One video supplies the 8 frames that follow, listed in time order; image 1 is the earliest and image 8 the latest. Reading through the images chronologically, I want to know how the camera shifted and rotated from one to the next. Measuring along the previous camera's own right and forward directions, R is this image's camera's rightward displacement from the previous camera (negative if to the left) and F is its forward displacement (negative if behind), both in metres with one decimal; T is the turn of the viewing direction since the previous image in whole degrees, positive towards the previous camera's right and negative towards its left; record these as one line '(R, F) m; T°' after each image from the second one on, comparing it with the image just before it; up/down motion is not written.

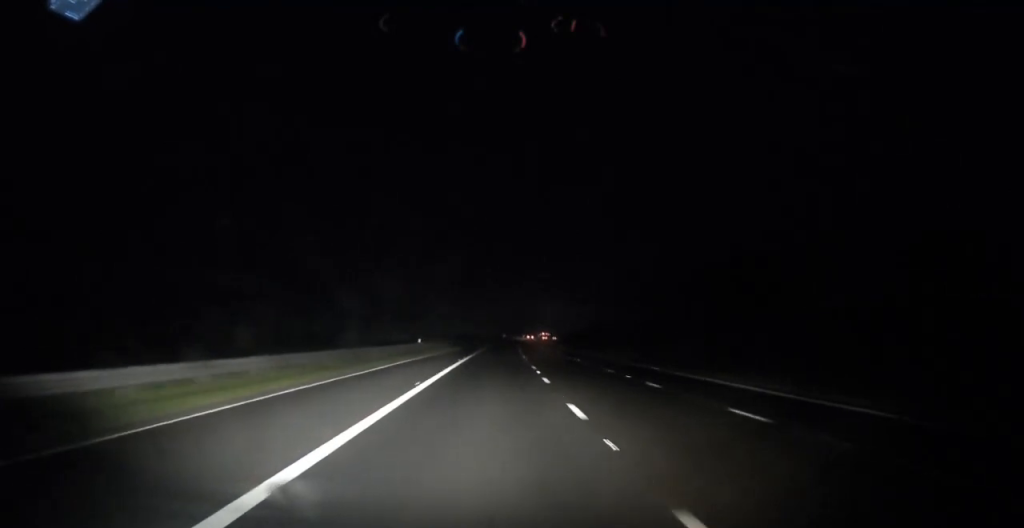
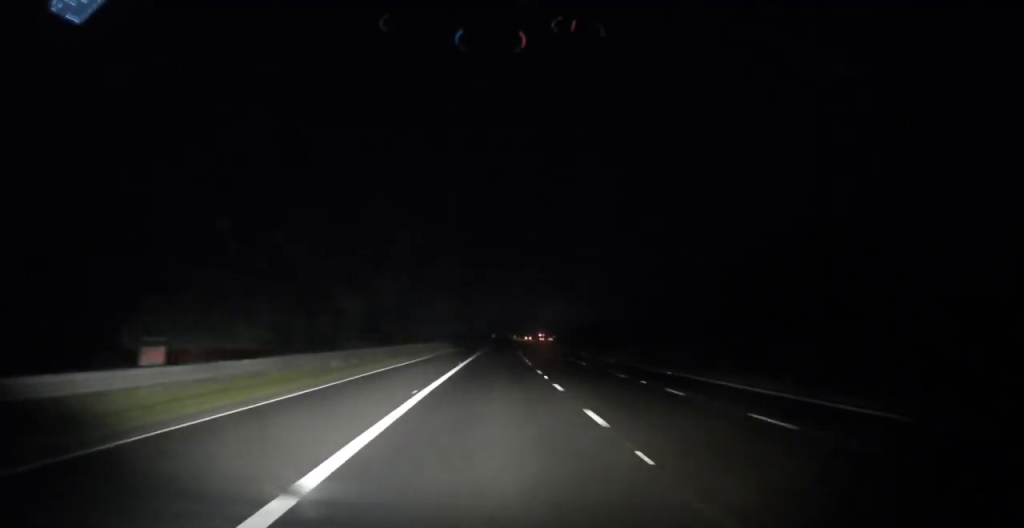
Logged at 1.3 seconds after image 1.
(+0.3, +38.2) m; +1°
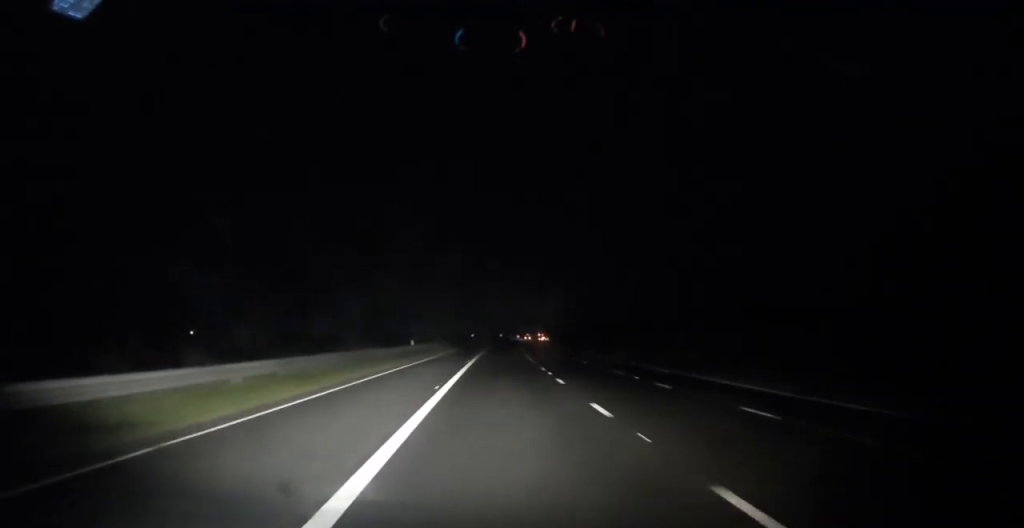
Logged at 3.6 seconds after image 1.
(+1.0, +70.8) m; +2°
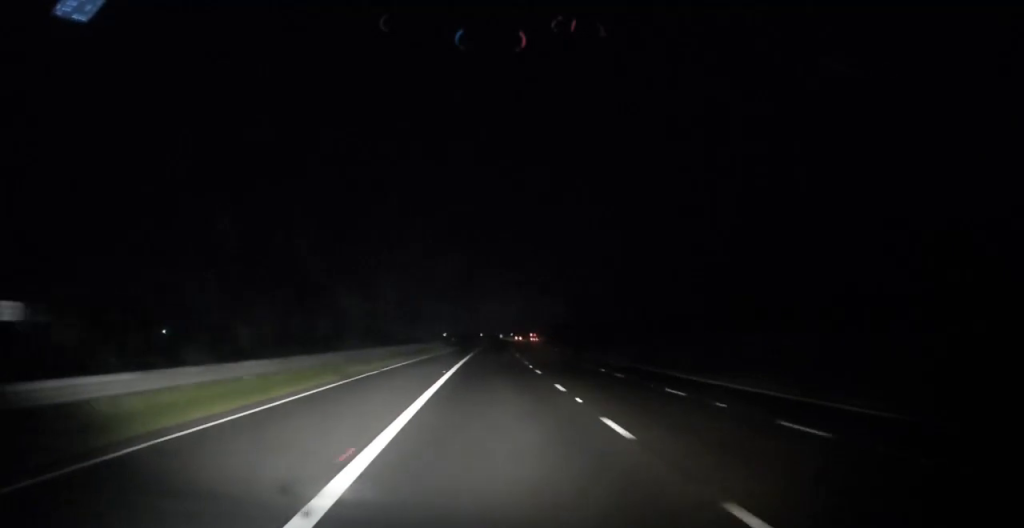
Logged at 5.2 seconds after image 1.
(+0.1, +46.8) m; +1°
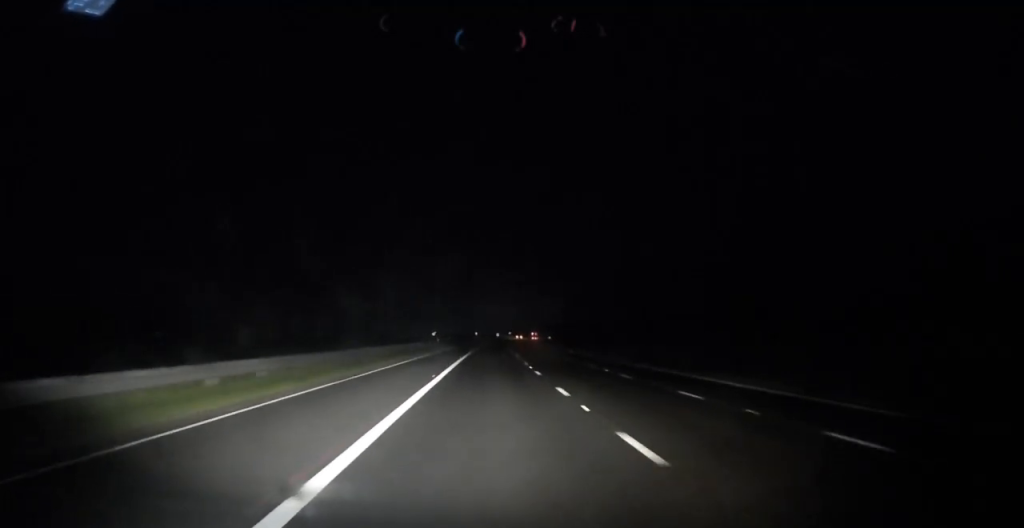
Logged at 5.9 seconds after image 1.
(+0.1, +20.8) m; +1°
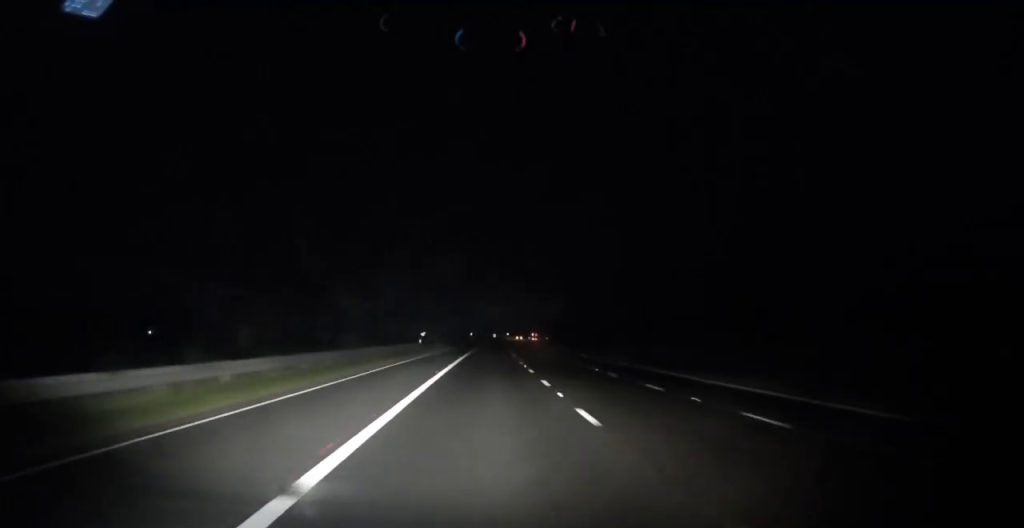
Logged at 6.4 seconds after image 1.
(+0.5, +14.8) m; +1°
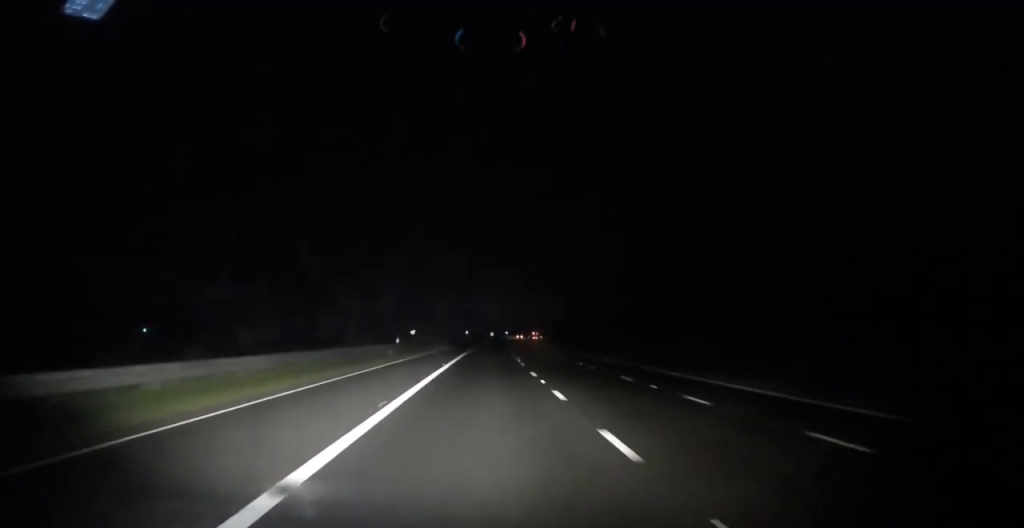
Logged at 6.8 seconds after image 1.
(+0.1, +12.8) m; 0°
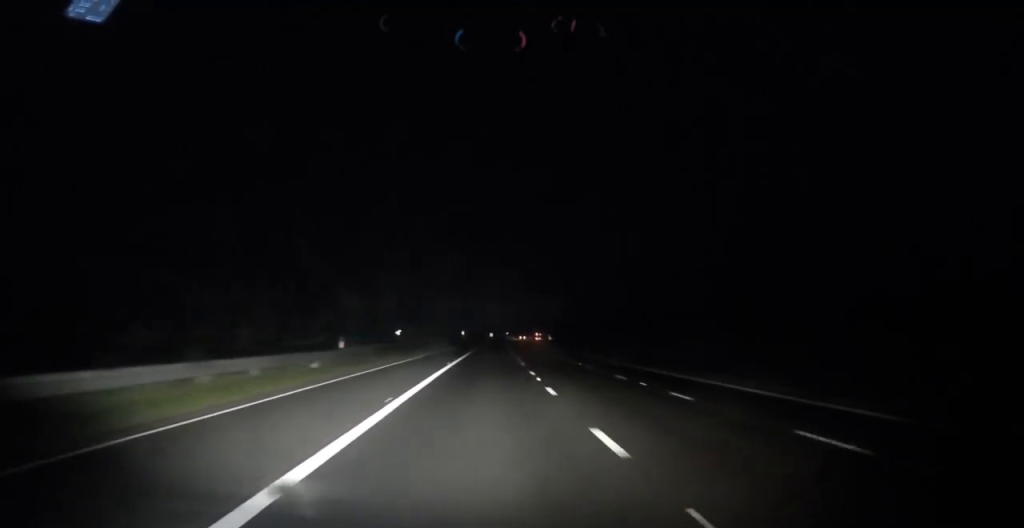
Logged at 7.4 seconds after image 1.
(-0.1, +16.7) m; 0°
